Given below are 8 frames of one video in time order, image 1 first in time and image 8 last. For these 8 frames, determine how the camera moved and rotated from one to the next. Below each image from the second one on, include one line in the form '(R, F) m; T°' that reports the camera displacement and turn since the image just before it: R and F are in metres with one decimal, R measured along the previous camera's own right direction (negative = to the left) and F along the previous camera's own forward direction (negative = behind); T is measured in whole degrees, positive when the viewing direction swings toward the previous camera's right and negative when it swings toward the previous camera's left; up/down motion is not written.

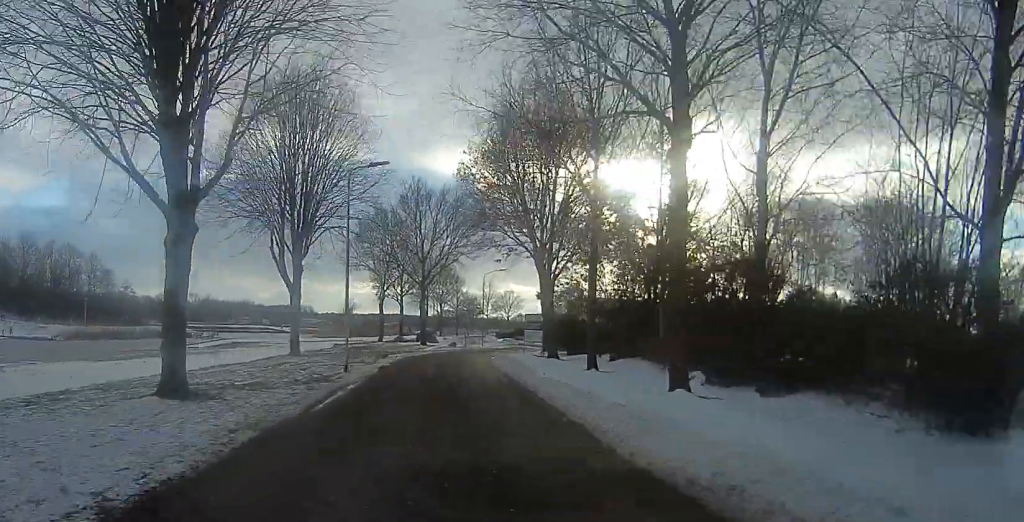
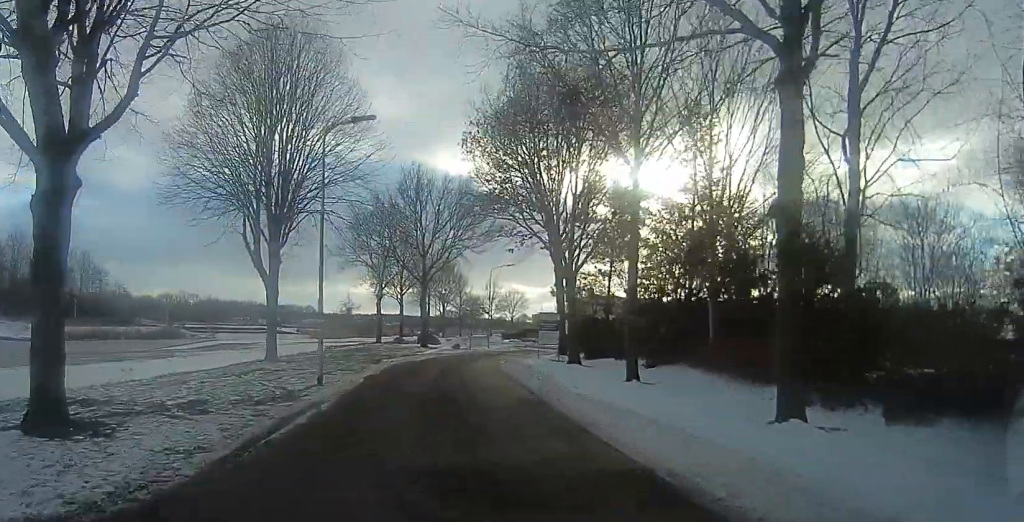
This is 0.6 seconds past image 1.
(0.0, +4.1) m; 0°
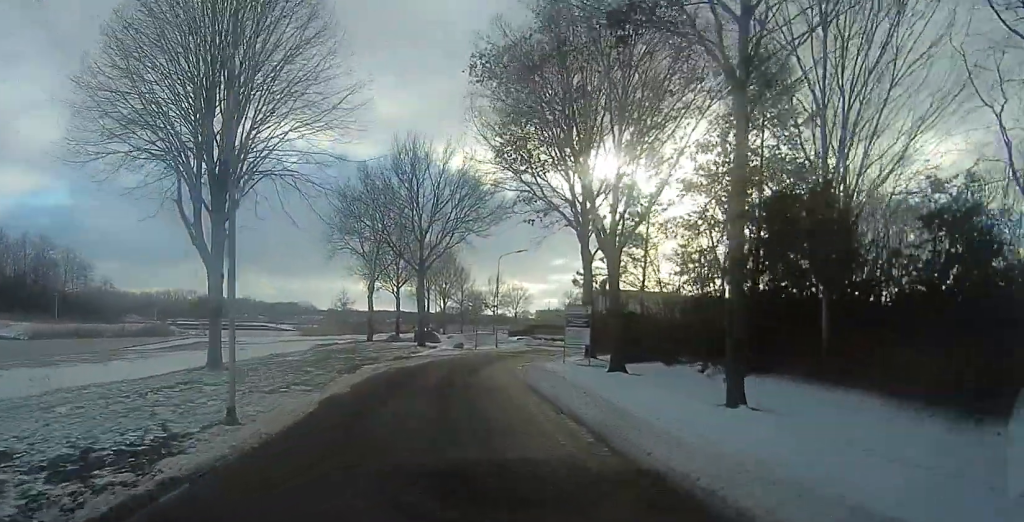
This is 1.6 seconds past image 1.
(0.0, +5.9) m; +1°
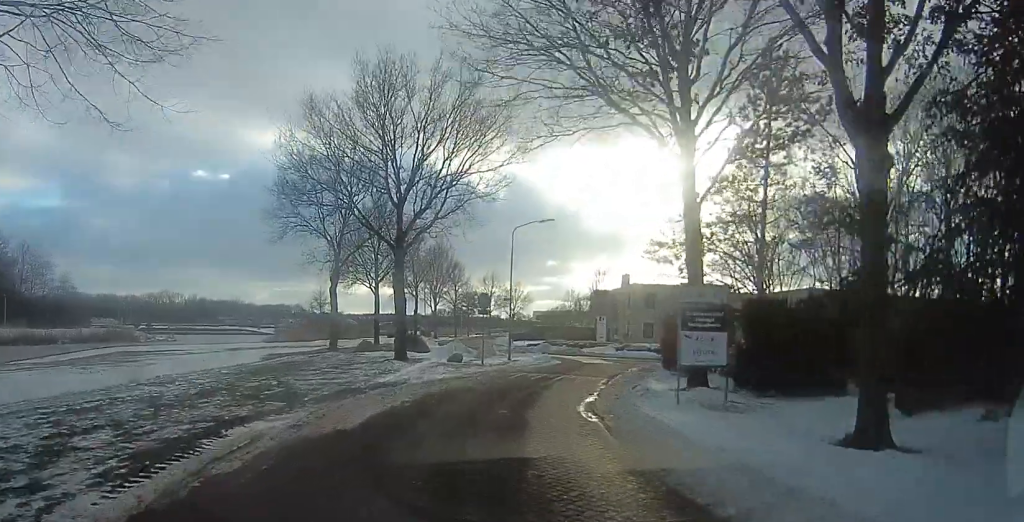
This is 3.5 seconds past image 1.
(+0.6, +11.3) m; +7°
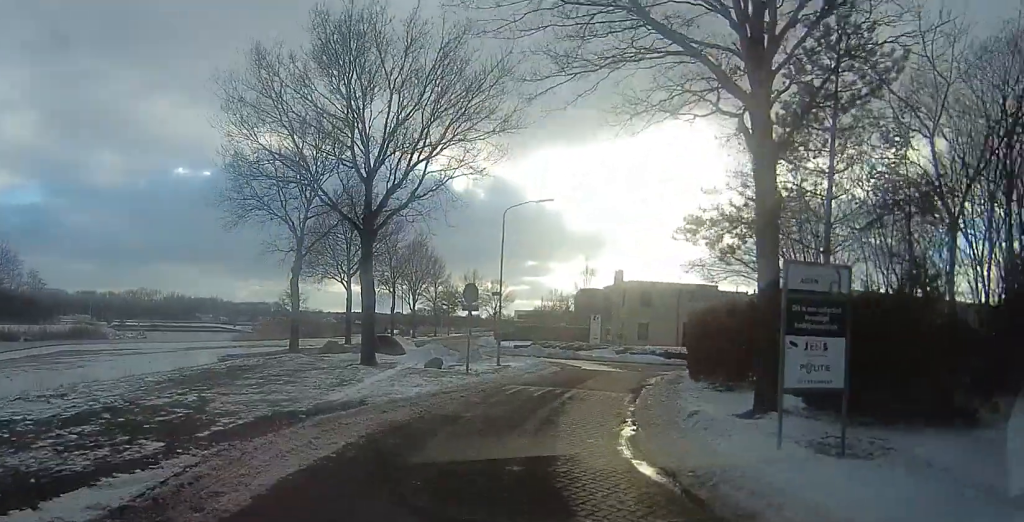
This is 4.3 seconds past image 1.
(-0.1, +4.1) m; +4°
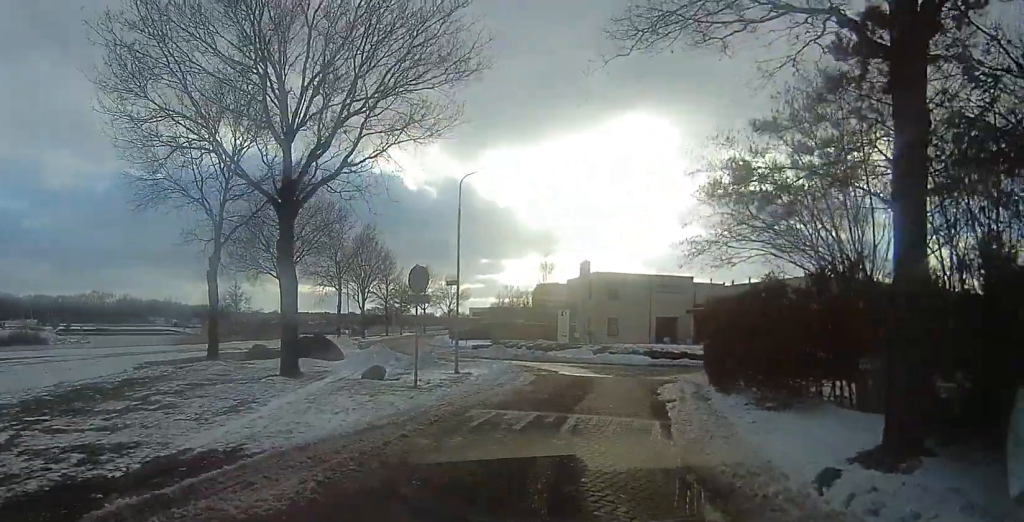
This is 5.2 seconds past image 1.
(+0.4, +4.2) m; +5°
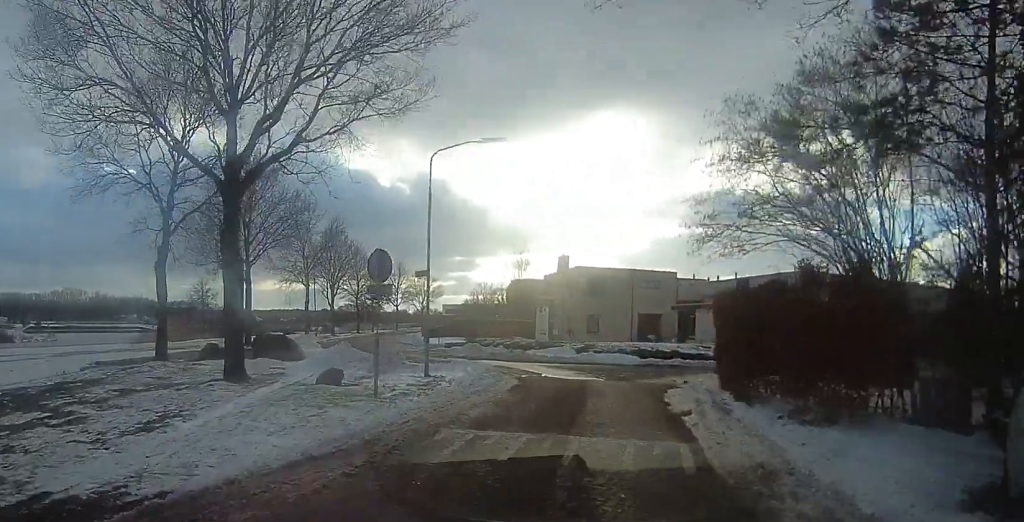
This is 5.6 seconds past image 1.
(0.0, +2.0) m; -1°
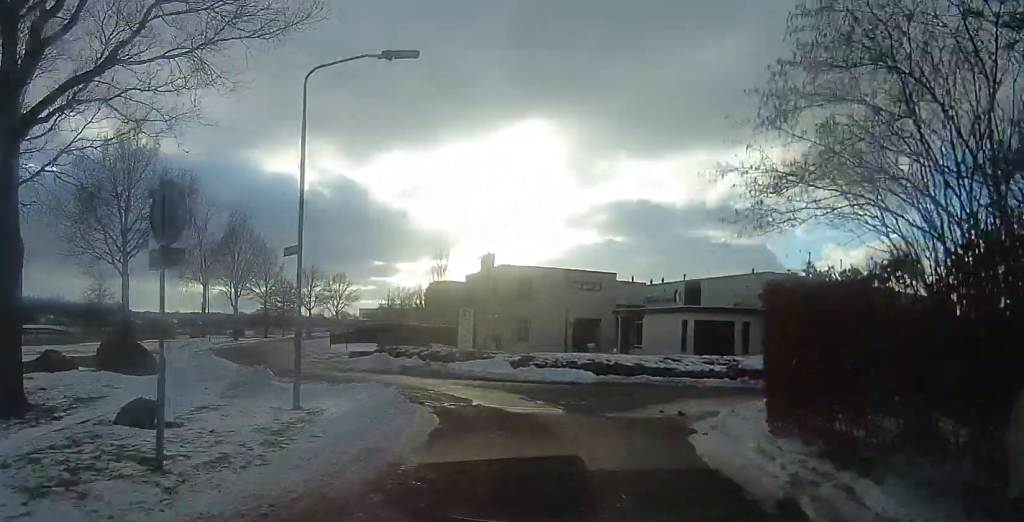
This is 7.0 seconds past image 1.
(-0.3, +5.2) m; -6°
